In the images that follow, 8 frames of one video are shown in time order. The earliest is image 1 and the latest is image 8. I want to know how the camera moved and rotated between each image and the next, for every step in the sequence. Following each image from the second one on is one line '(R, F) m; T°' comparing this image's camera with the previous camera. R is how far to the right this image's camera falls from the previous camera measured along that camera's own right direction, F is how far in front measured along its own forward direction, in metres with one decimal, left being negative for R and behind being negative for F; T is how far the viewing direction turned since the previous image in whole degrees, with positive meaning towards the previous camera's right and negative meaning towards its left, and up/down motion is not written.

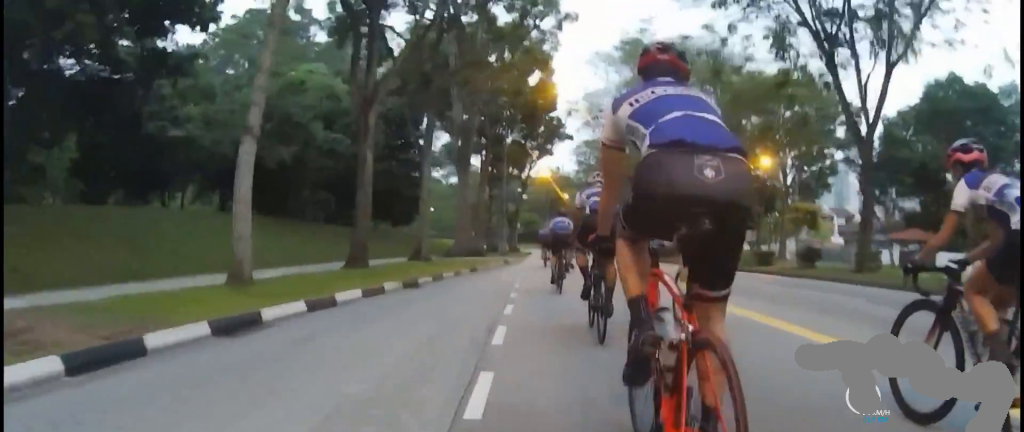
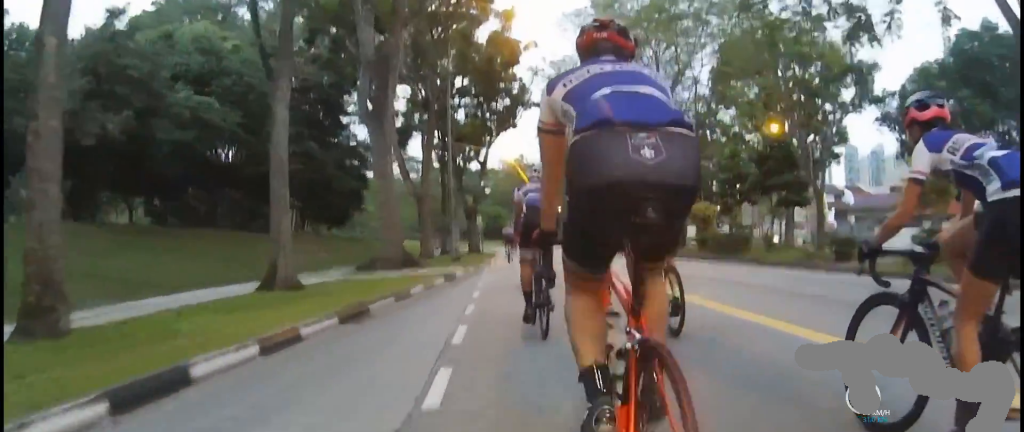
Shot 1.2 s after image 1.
(-0.4, +10.1) m; 0°
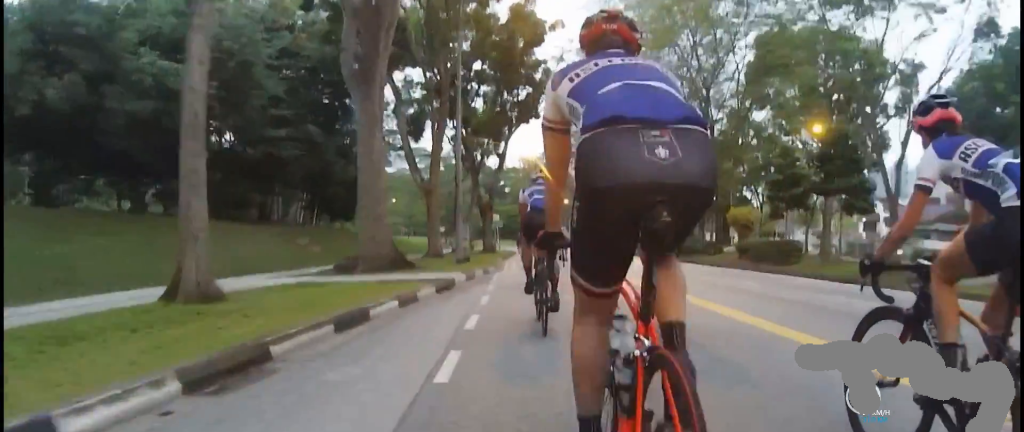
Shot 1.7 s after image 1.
(+0.2, +3.7) m; 0°
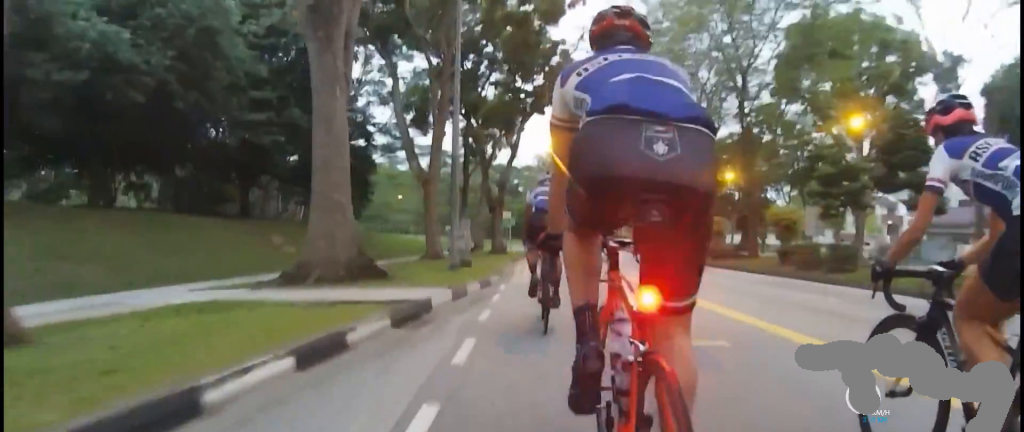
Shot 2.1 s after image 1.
(+0.2, +3.7) m; 0°
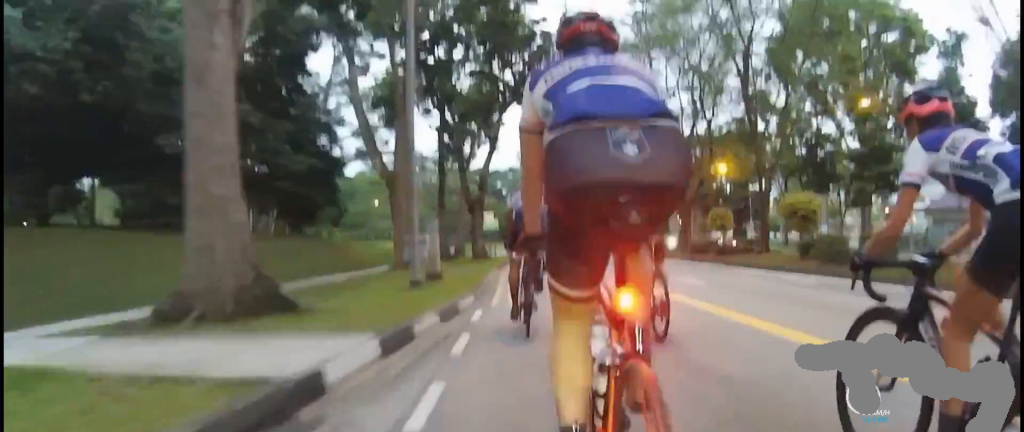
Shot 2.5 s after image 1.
(-0.1, +3.4) m; 0°
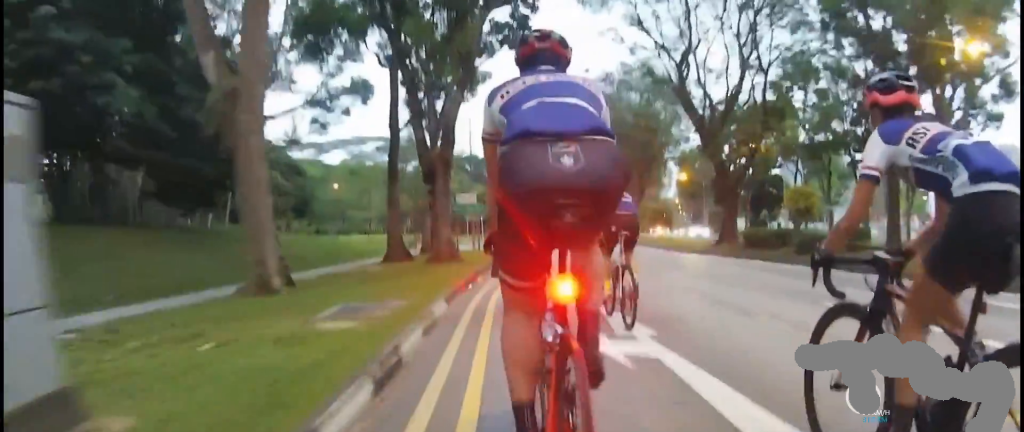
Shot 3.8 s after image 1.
(0.0, +11.2) m; +2°
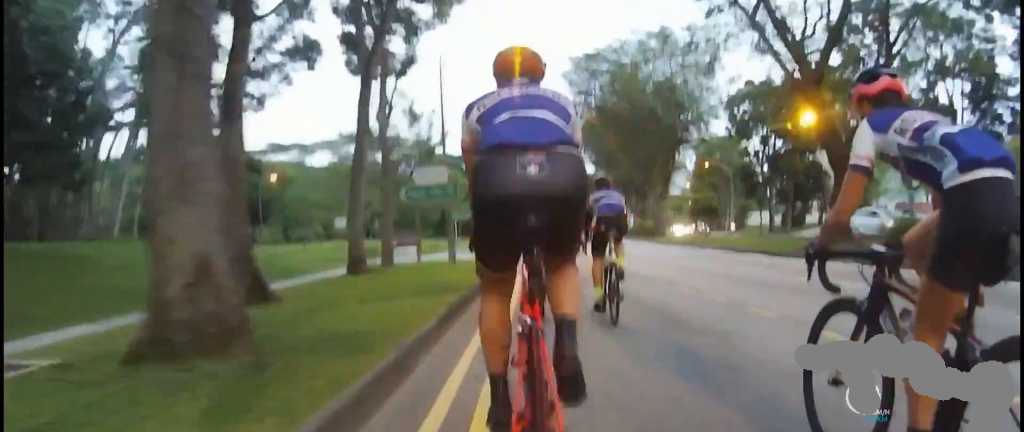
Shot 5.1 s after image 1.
(+0.3, +12.7) m; +1°
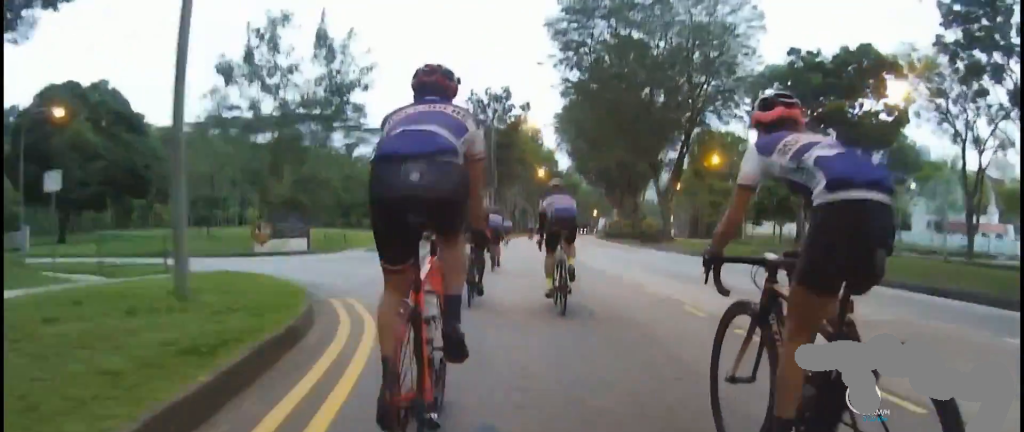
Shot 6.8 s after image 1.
(0.0, +17.3) m; +2°
